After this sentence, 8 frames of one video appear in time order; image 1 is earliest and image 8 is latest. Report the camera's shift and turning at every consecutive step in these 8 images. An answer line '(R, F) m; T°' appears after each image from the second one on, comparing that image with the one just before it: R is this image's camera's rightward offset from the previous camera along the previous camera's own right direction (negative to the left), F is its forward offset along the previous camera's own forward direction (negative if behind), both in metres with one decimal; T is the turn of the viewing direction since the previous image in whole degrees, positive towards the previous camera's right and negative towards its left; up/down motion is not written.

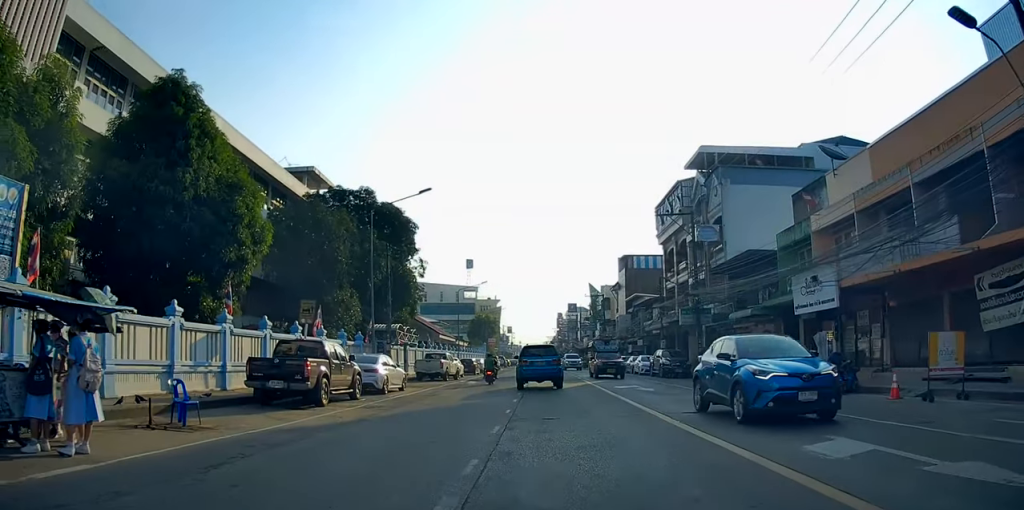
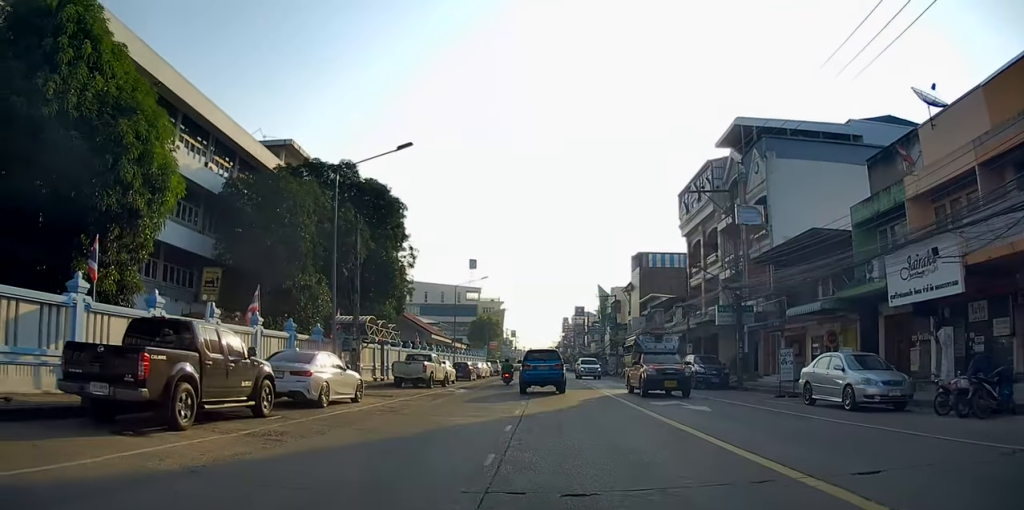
(+0.1, +7.9) m; +1°
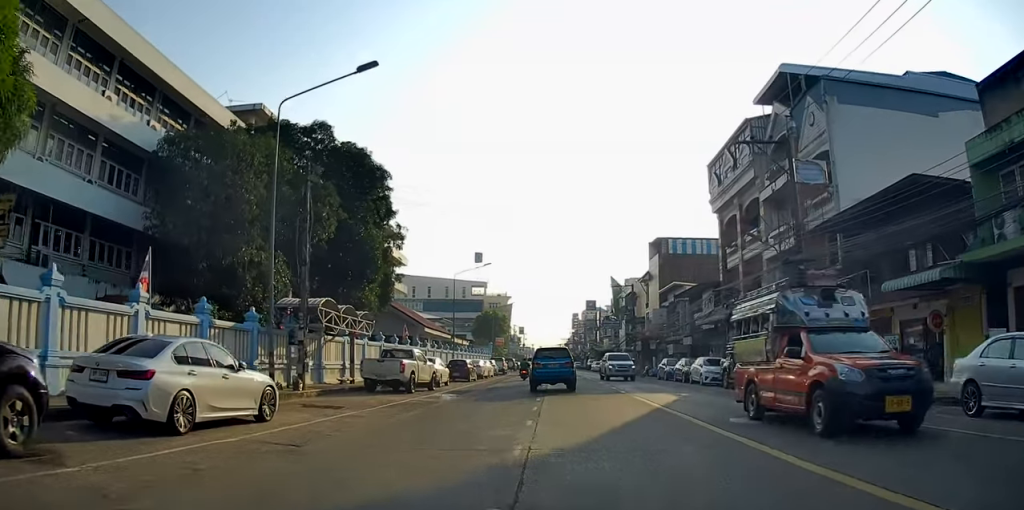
(+0.1, +7.7) m; -1°
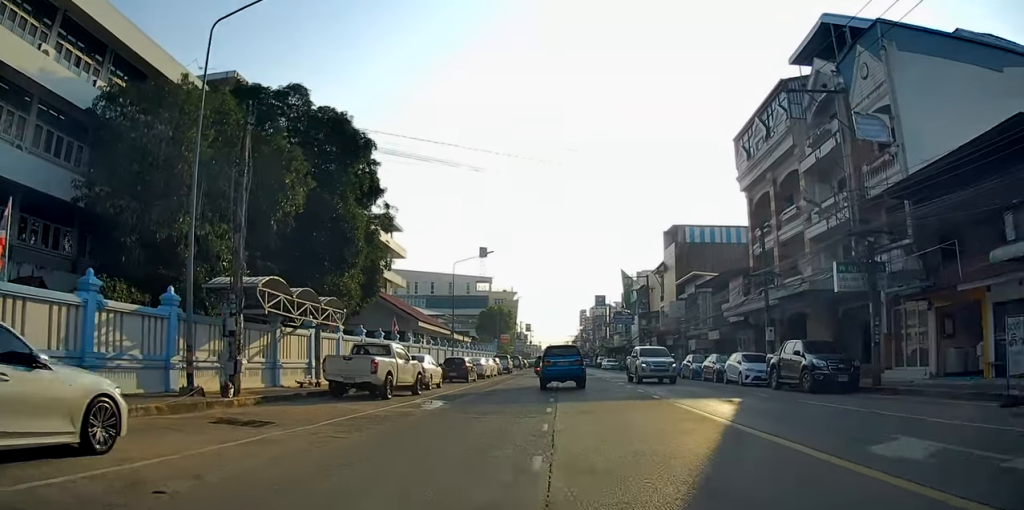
(0.0, +5.4) m; -1°
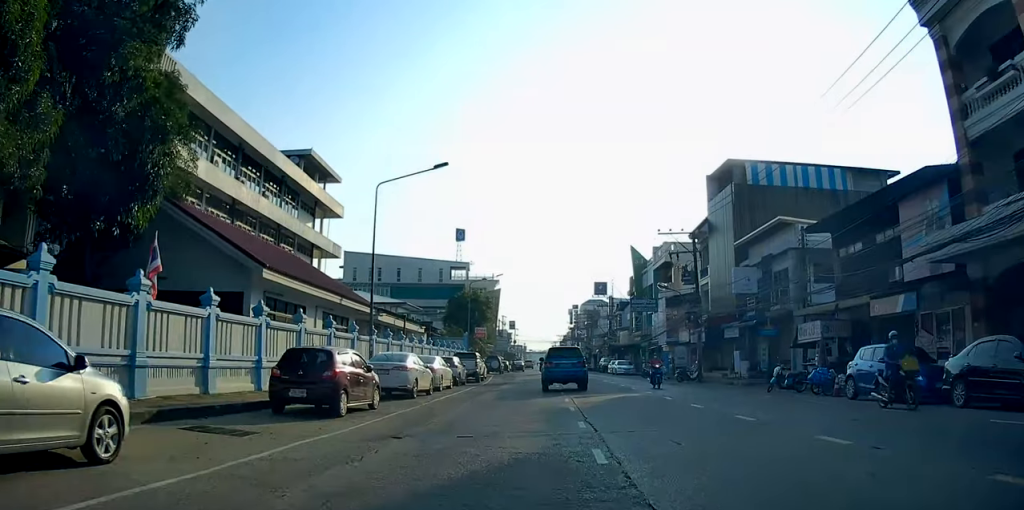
(0.0, +23.6) m; 0°
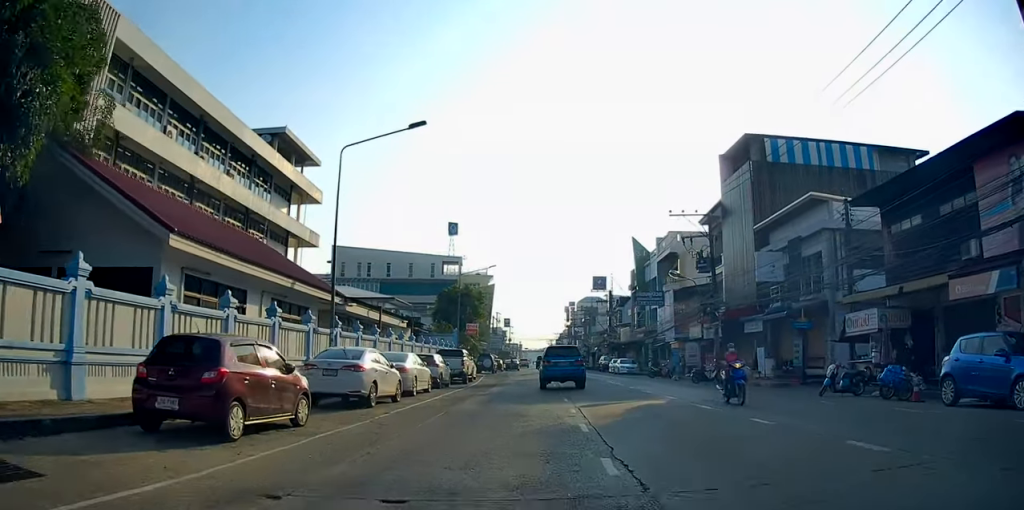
(-0.1, +4.9) m; -1°
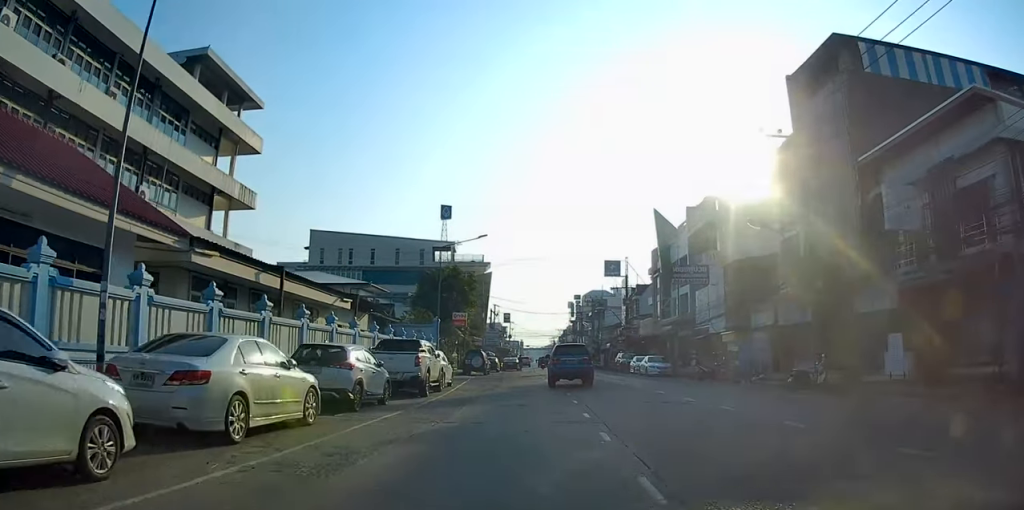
(-0.3, +13.8) m; -1°
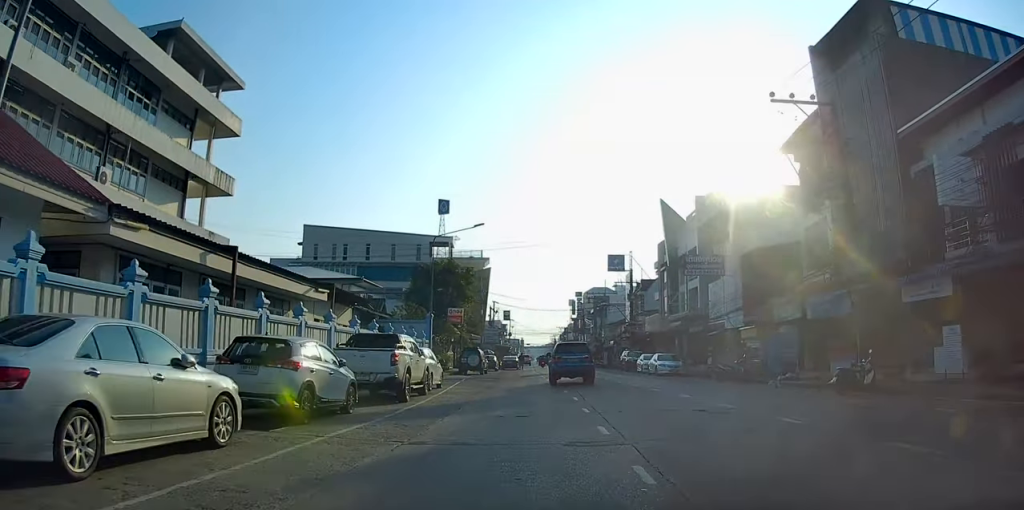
(0.0, +3.6) m; 0°
